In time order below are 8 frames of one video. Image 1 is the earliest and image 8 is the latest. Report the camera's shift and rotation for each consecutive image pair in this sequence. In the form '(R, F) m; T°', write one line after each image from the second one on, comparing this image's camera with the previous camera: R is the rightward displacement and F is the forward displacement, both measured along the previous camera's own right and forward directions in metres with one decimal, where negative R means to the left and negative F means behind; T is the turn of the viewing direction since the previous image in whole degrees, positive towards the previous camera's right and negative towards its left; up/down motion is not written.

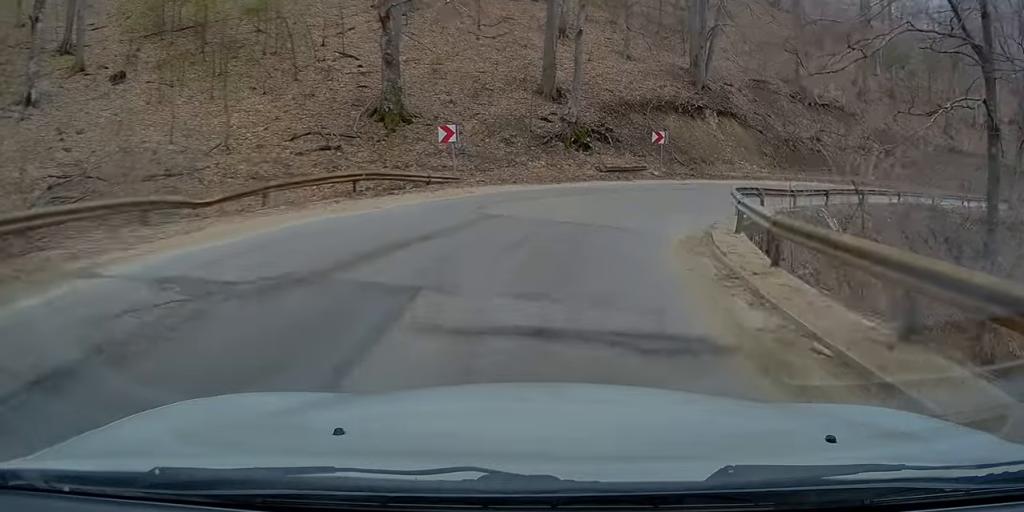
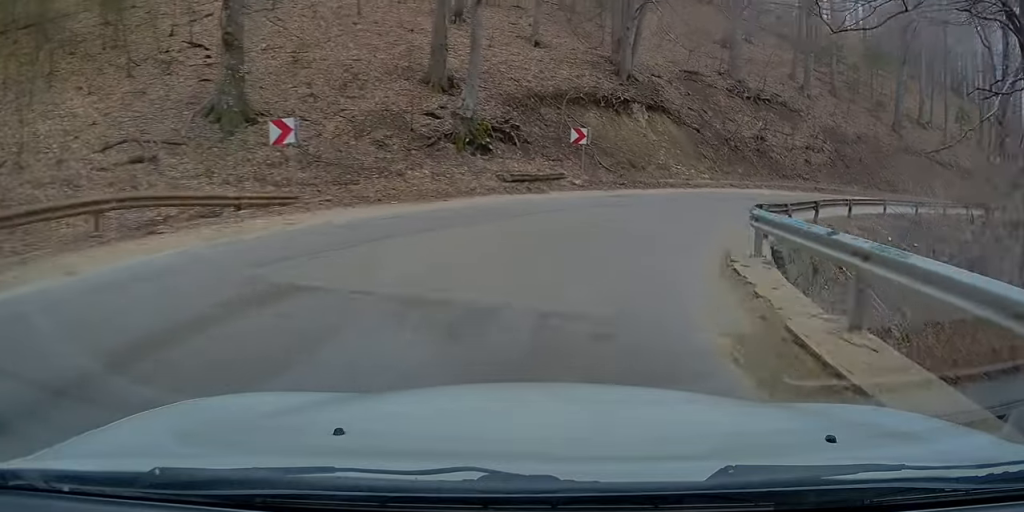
(0.0, +8.2) m; +4°
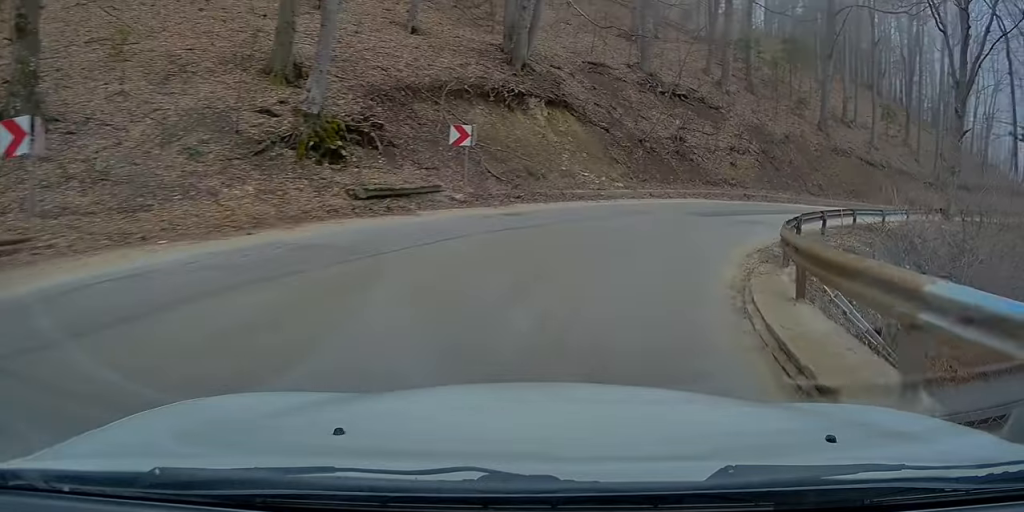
(+0.5, +6.6) m; +9°
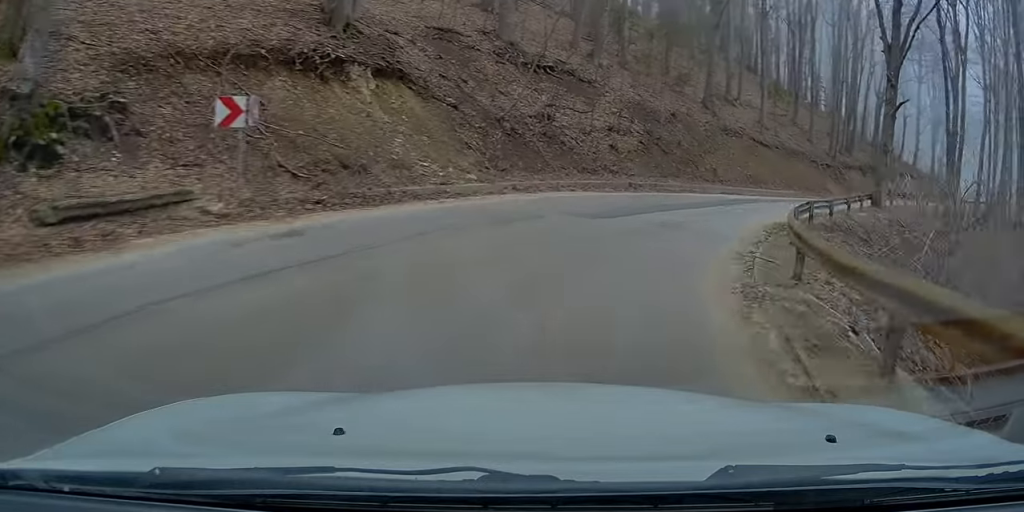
(+0.3, +7.0) m; +11°
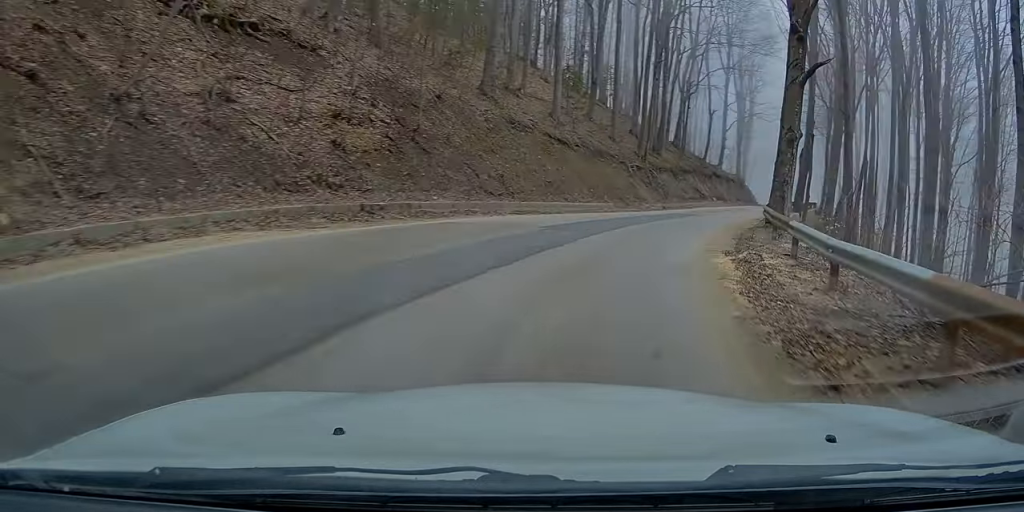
(+2.6, +11.2) m; +21°
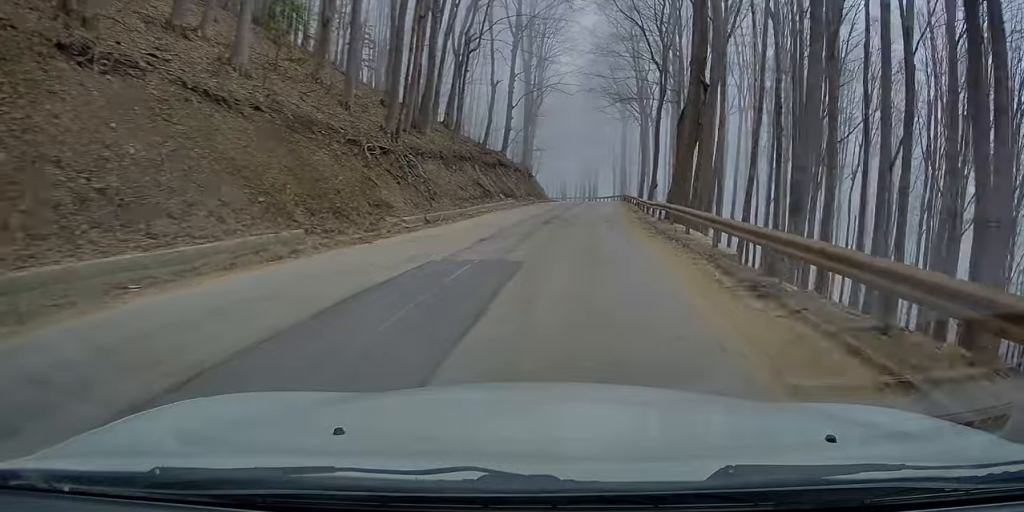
(+3.0, +16.6) m; +19°
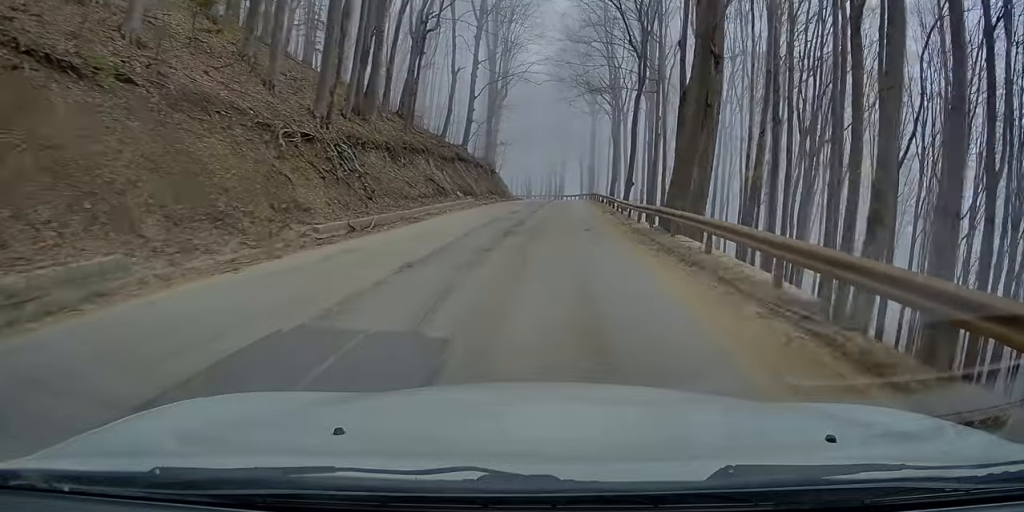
(+0.3, +4.6) m; +4°
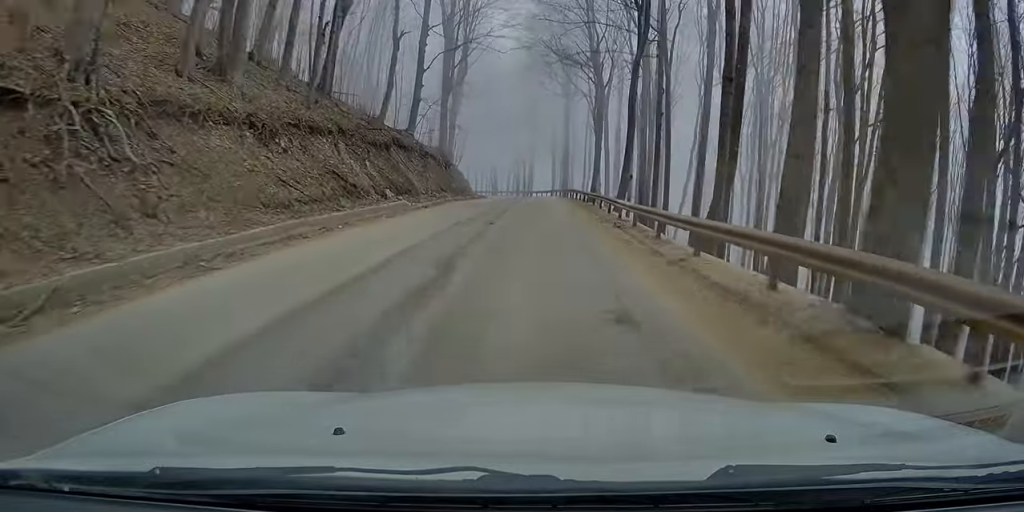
(+0.8, +10.7) m; +7°
